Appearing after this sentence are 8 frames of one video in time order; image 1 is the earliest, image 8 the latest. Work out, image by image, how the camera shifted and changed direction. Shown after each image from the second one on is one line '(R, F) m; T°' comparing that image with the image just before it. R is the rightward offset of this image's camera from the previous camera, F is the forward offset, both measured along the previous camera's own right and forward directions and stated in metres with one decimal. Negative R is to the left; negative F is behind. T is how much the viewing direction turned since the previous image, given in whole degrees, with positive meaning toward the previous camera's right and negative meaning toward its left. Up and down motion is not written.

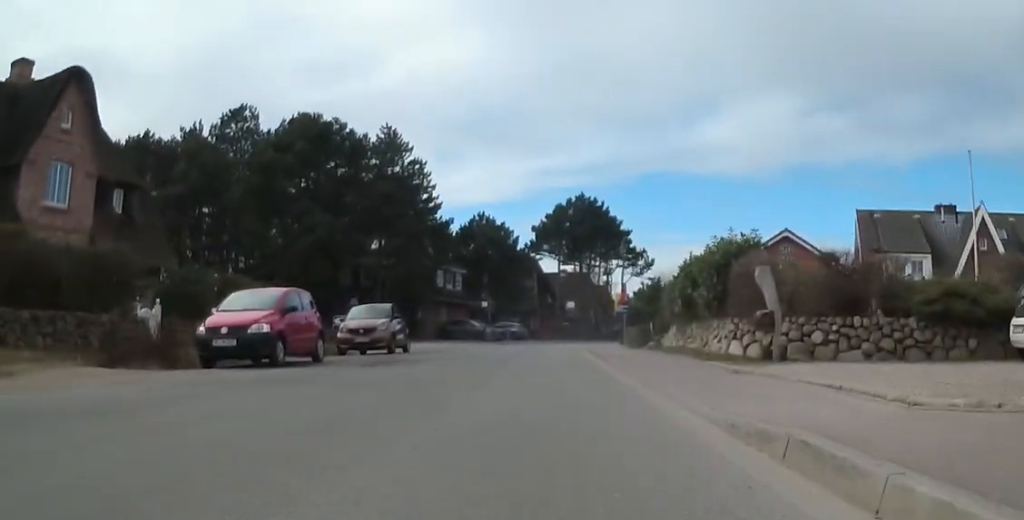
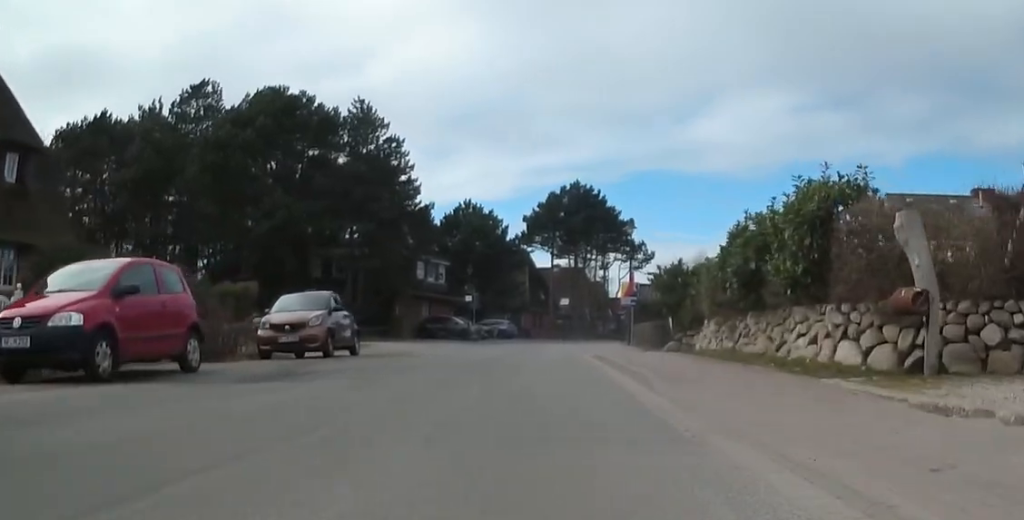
(+1.1, +6.6) m; -3°
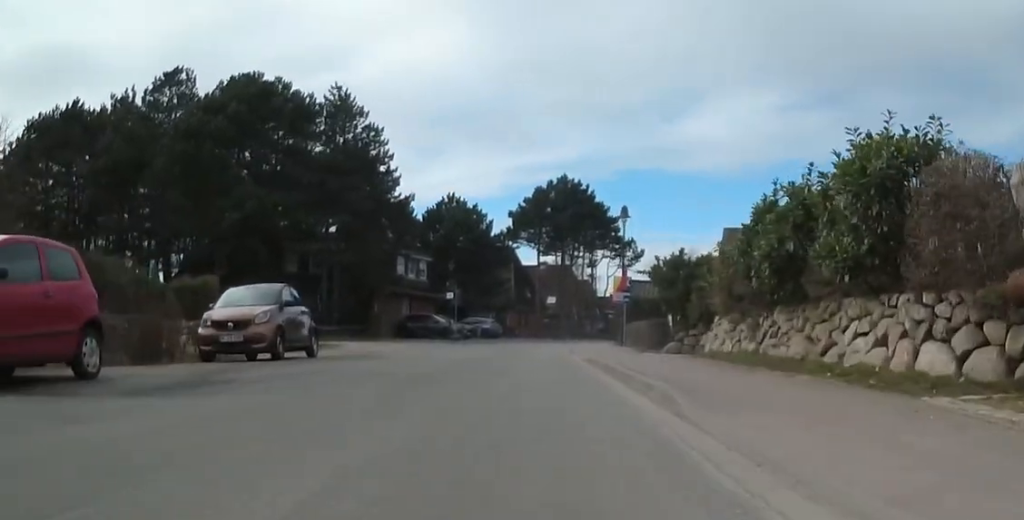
(-0.6, +2.8) m; -6°
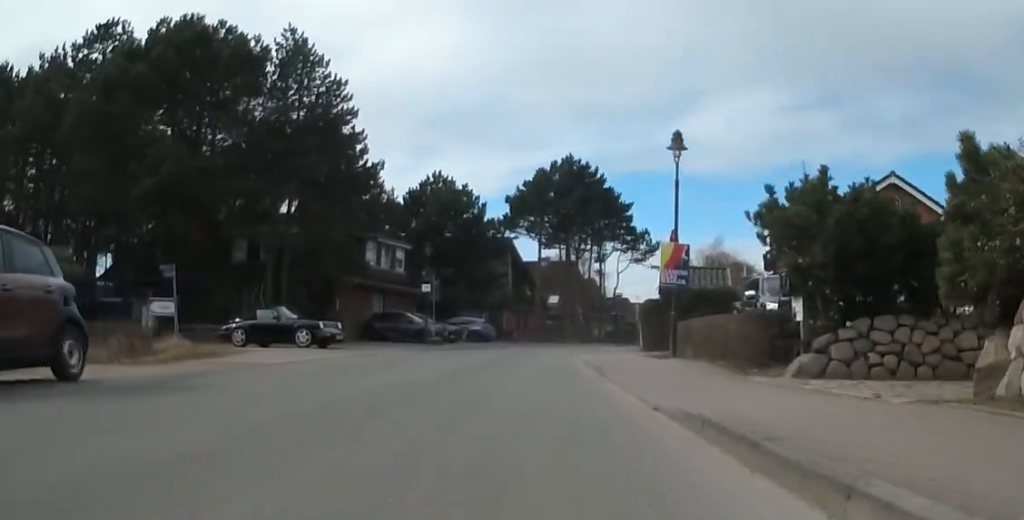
(-1.1, +11.4) m; -1°
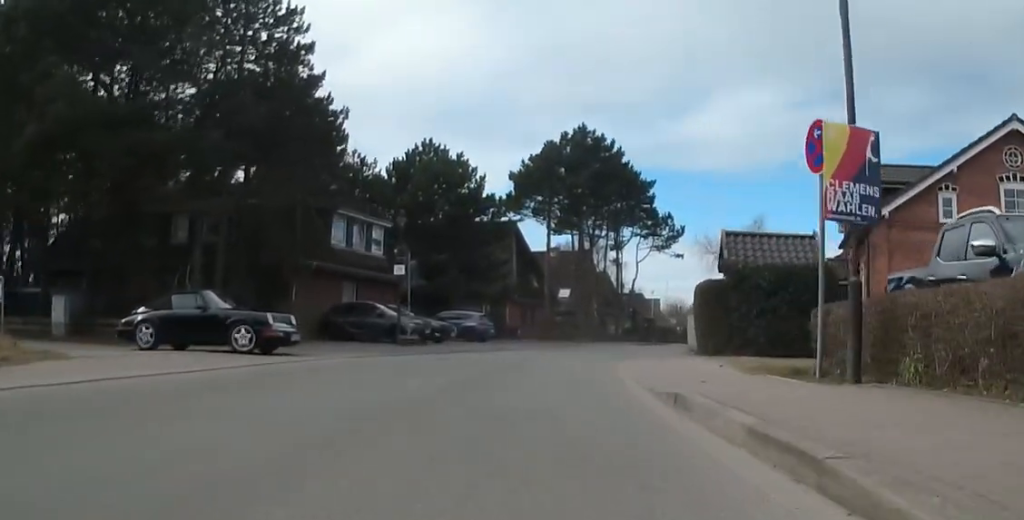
(+1.9, +10.5) m; +8°
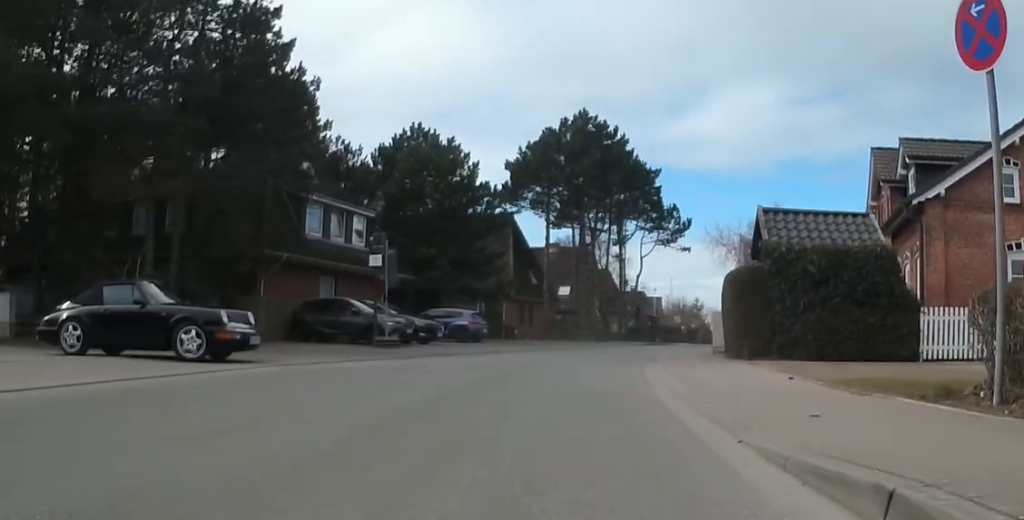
(-0.8, +4.3) m; -8°
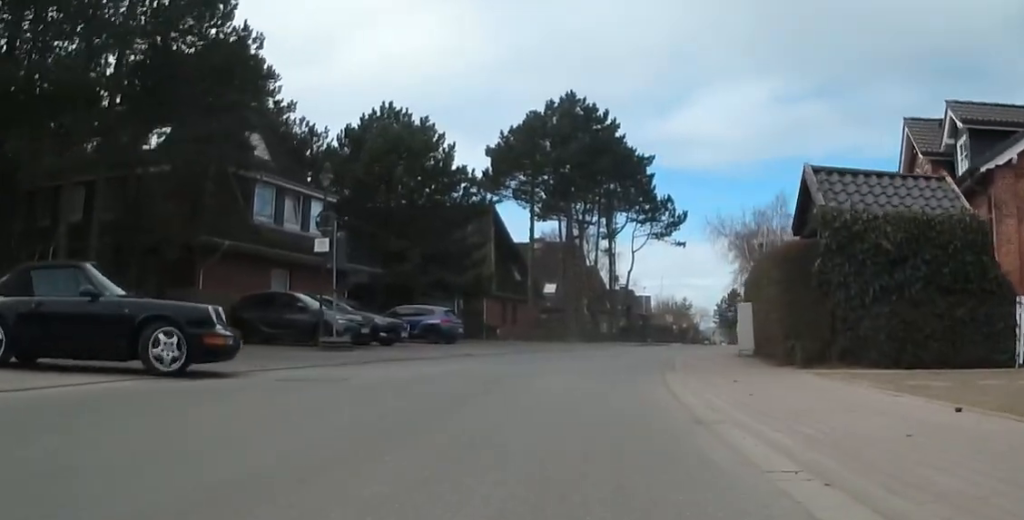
(-0.4, +5.0) m; -5°
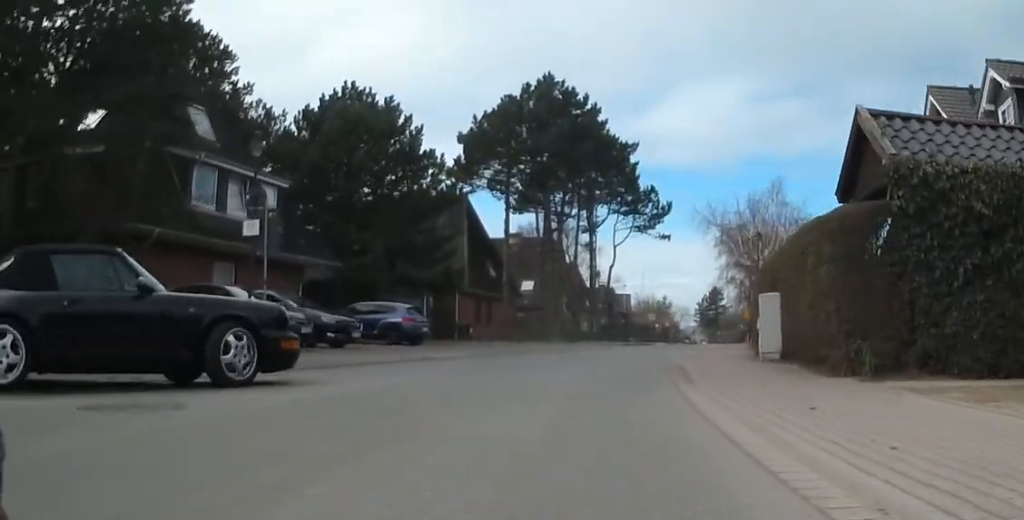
(0.0, +3.9) m; -1°
